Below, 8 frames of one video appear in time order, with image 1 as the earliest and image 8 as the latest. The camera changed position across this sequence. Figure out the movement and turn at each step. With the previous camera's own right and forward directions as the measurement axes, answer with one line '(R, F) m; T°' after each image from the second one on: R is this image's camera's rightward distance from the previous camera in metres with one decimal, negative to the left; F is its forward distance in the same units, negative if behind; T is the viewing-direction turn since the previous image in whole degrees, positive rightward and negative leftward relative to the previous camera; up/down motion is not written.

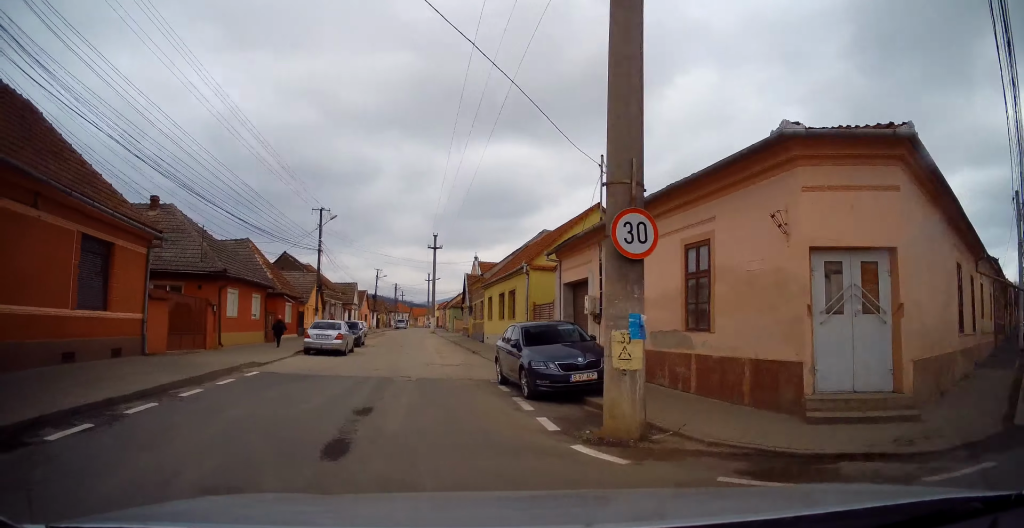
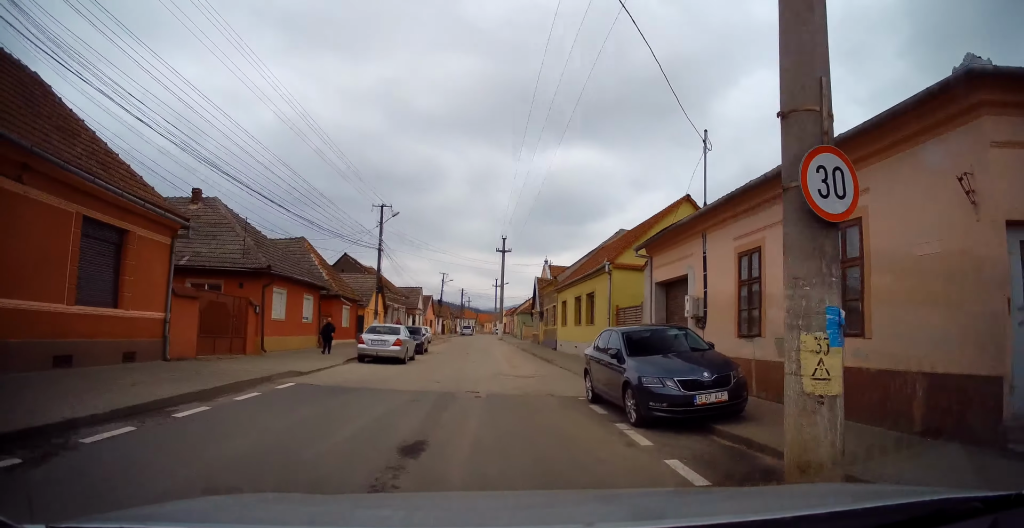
(-0.1, +2.5) m; -7°
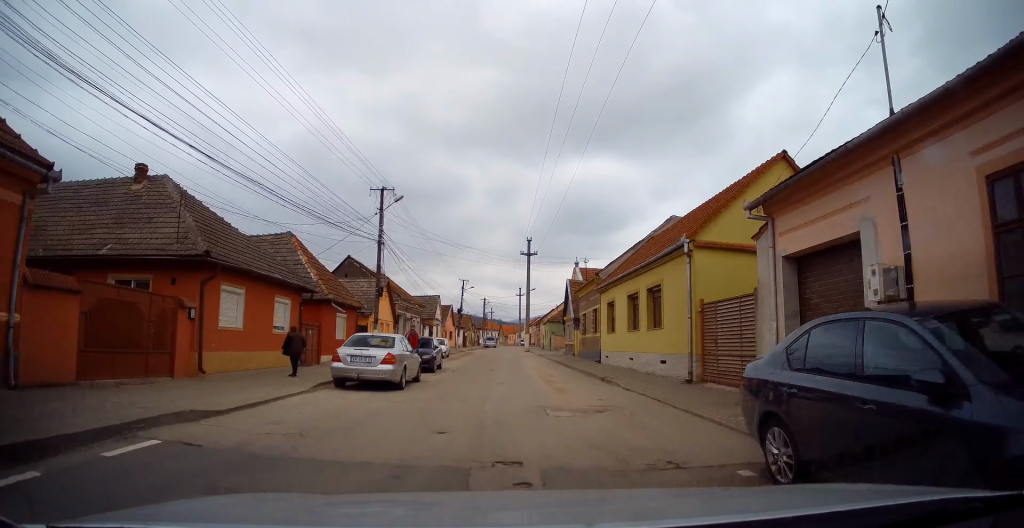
(-0.6, +6.1) m; -5°
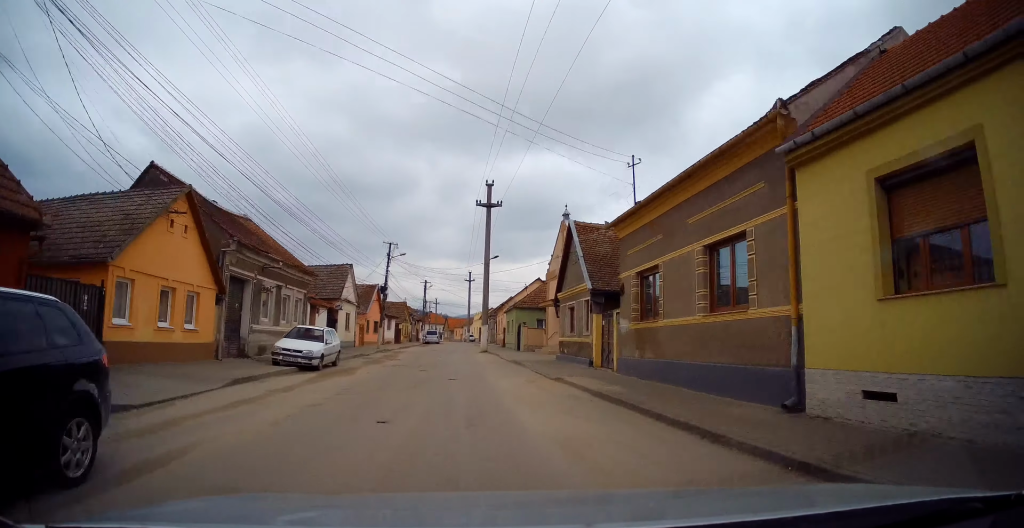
(+0.5, +19.8) m; +4°
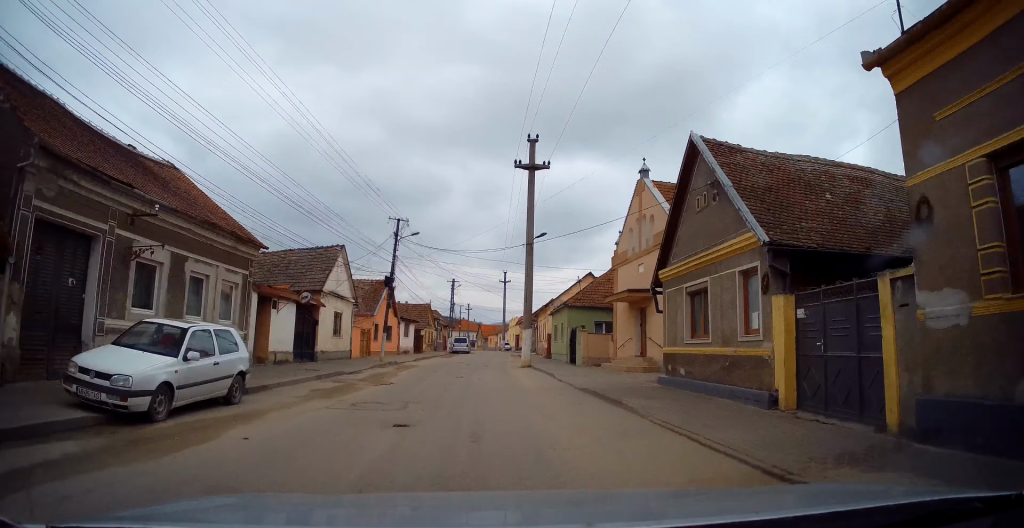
(0.0, +11.1) m; 0°
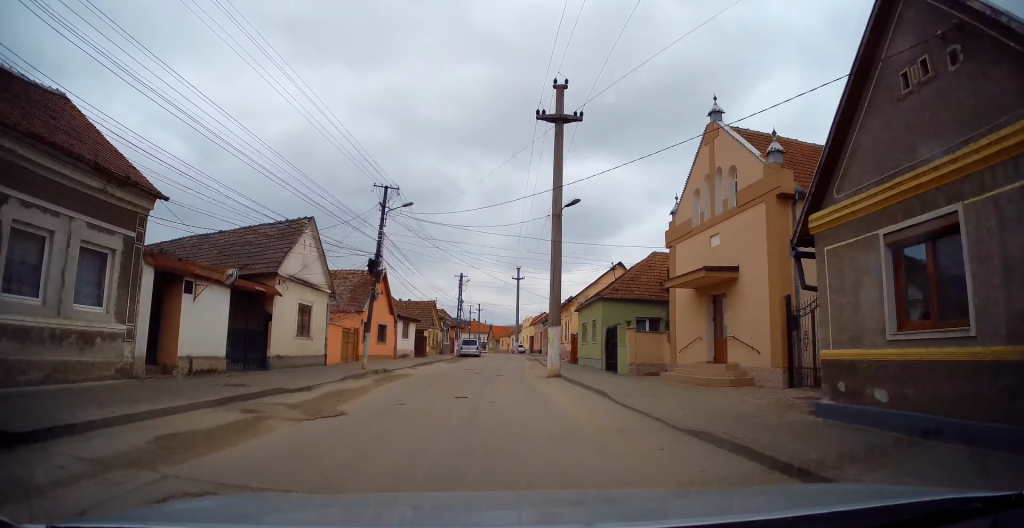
(0.0, +7.0) m; -2°
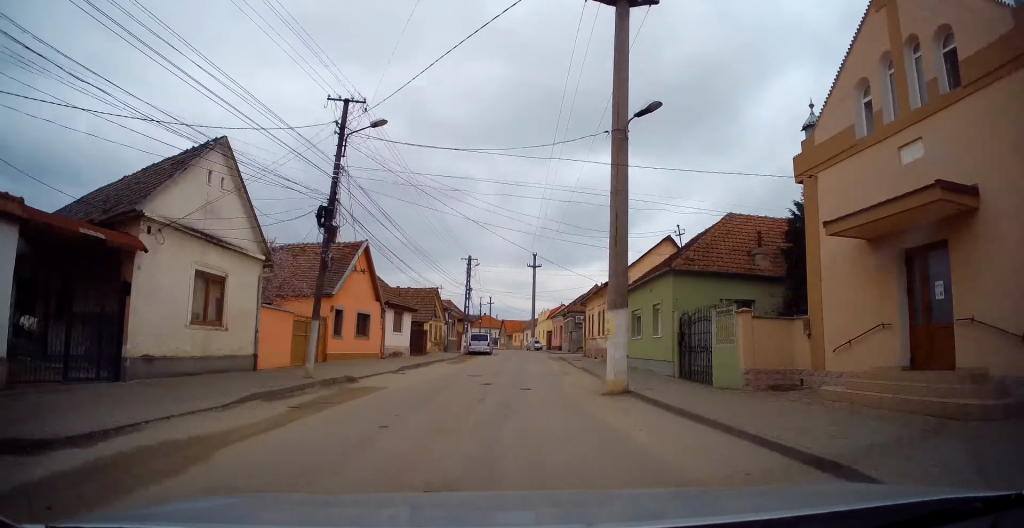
(-0.1, +8.3) m; -2°
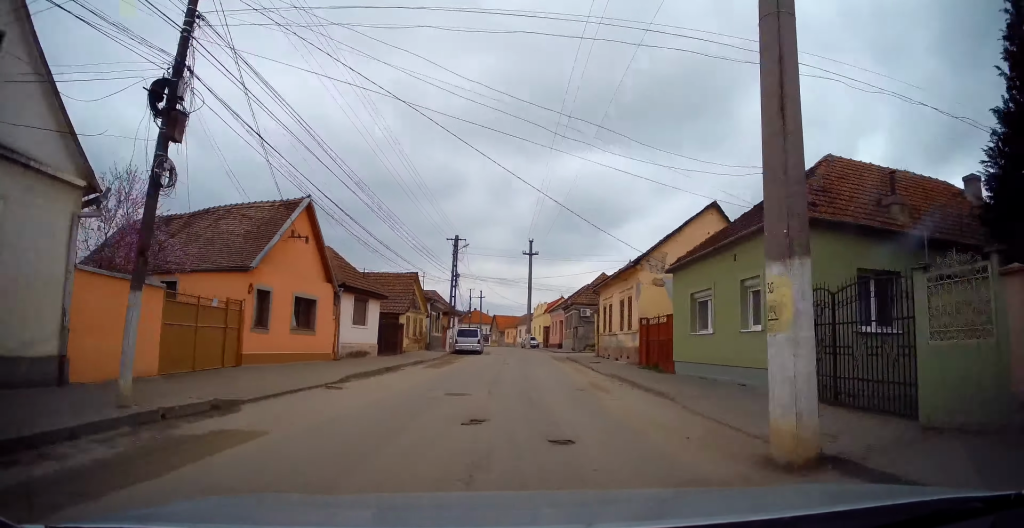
(-0.3, +7.6) m; -1°
